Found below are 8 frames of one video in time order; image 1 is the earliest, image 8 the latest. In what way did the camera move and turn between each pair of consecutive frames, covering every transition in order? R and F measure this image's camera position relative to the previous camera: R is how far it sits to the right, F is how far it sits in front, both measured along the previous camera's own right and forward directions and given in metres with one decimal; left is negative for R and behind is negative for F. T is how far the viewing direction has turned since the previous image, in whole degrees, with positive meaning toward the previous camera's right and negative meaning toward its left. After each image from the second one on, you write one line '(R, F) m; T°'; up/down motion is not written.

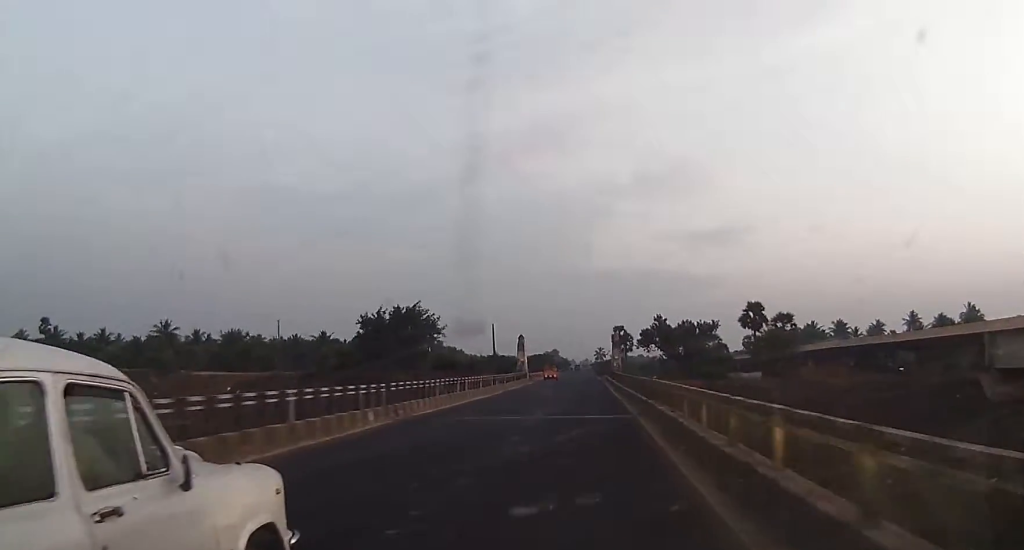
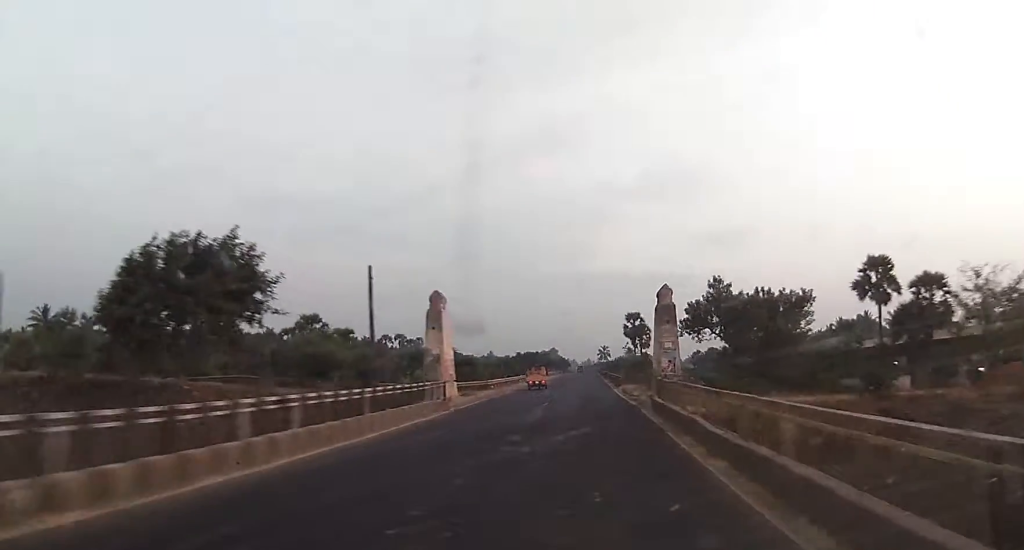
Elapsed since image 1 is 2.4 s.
(+0.5, +43.8) m; -1°
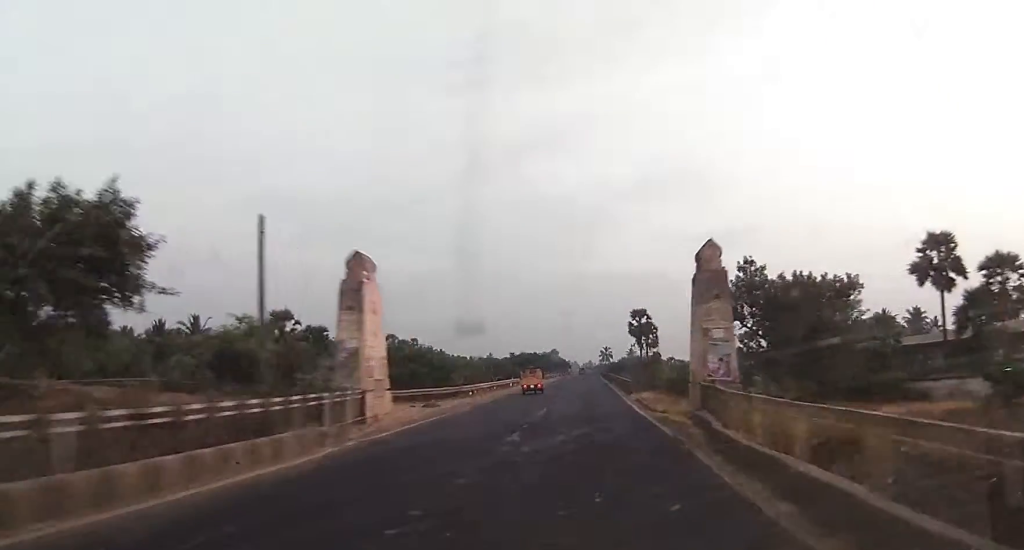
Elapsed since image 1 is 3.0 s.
(0.0, +11.1) m; 0°
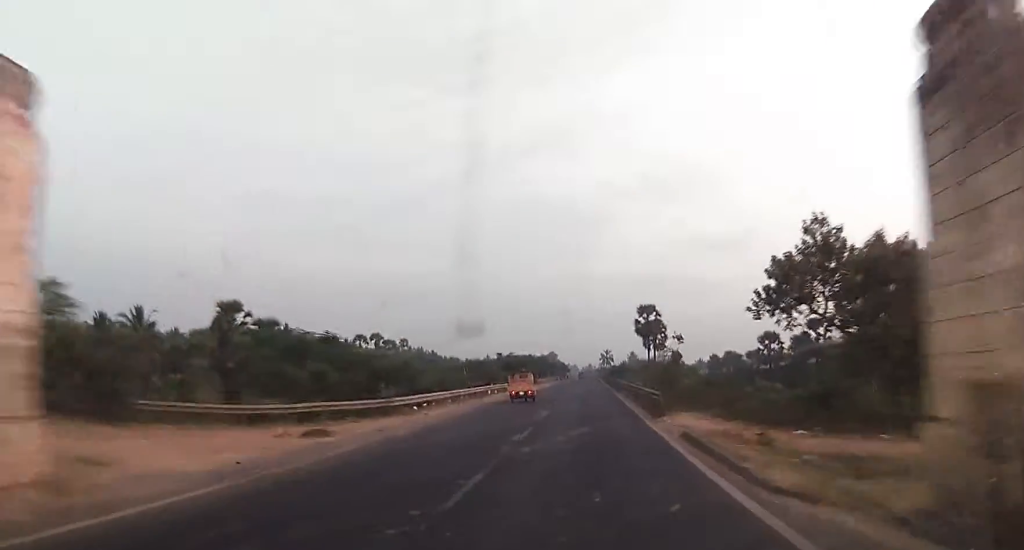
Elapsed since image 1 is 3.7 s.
(0.0, +14.7) m; 0°
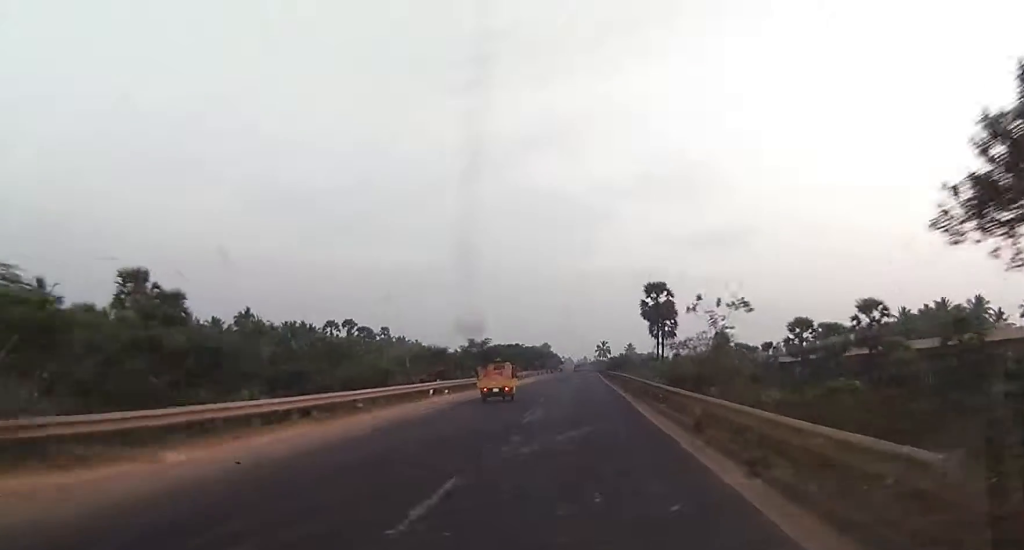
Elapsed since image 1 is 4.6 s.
(+0.2, +18.8) m; 0°
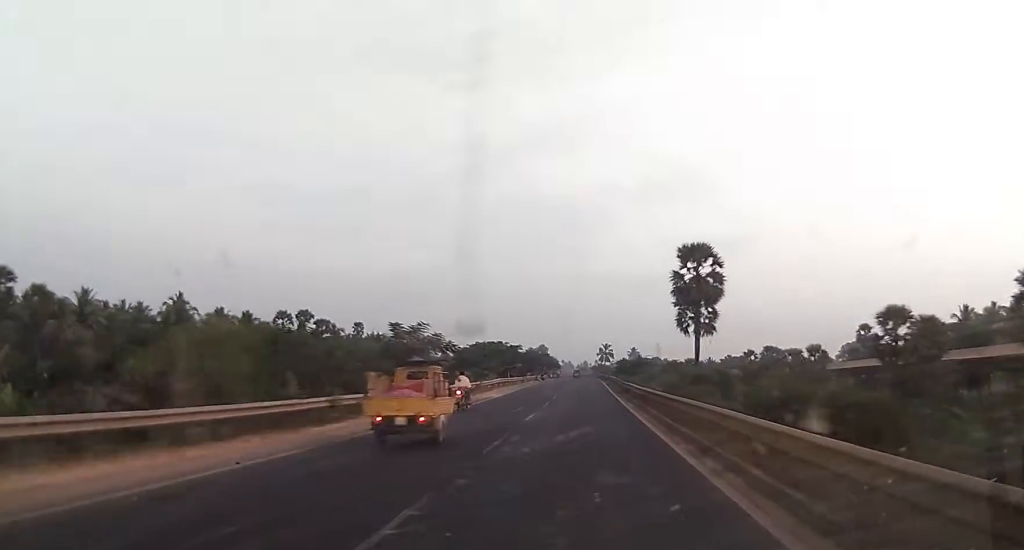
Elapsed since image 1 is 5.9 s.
(-0.2, +29.2) m; 0°
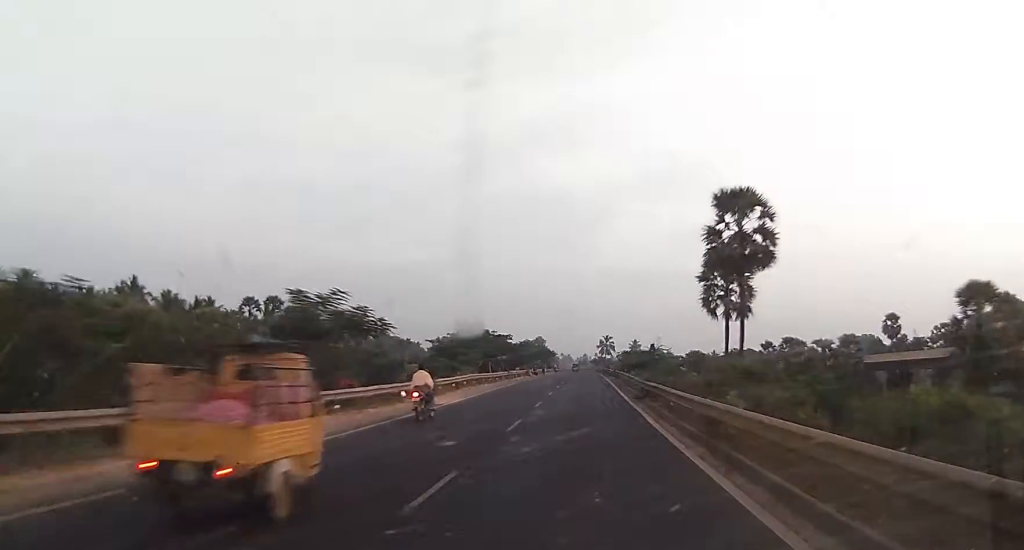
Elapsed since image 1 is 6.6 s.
(+0.1, +15.1) m; +1°
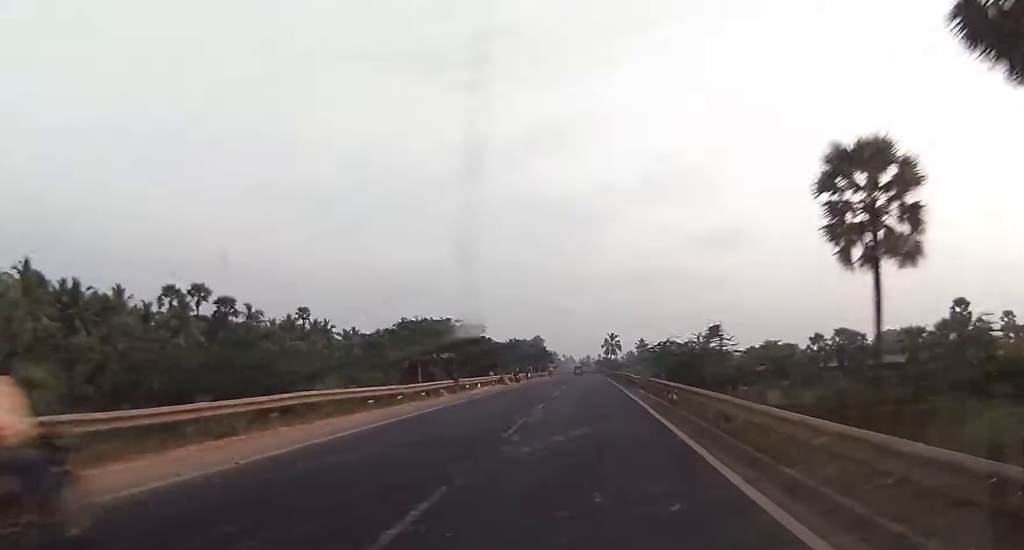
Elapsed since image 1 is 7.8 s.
(+0.2, +28.3) m; +1°
